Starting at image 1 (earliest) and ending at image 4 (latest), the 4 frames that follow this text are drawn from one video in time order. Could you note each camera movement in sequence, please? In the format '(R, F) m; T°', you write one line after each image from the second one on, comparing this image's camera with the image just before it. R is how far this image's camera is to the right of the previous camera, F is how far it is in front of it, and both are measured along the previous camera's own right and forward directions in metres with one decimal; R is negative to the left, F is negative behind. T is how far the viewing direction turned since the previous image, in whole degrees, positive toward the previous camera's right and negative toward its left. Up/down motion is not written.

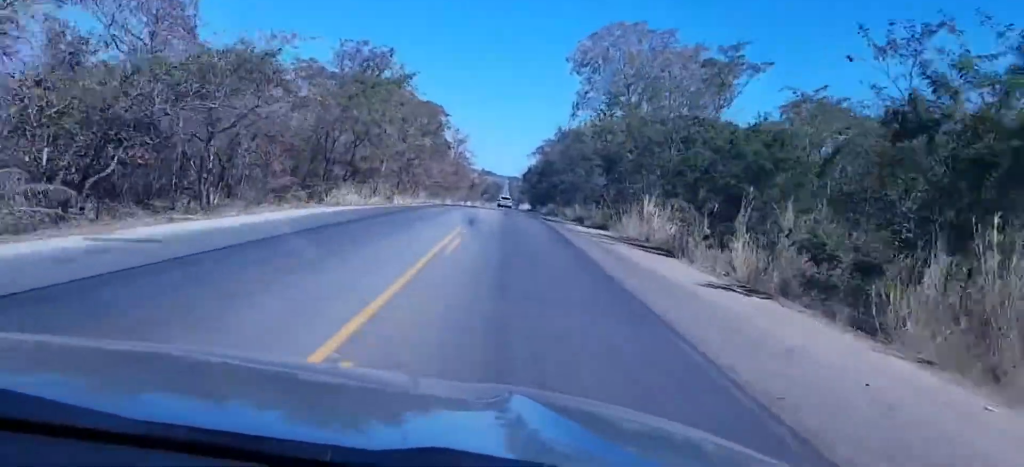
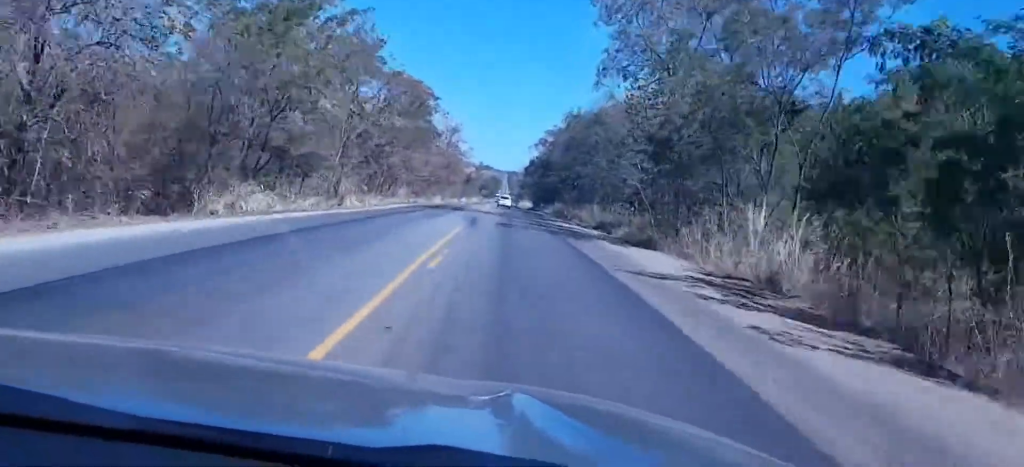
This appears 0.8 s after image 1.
(+0.2, +21.2) m; 0°
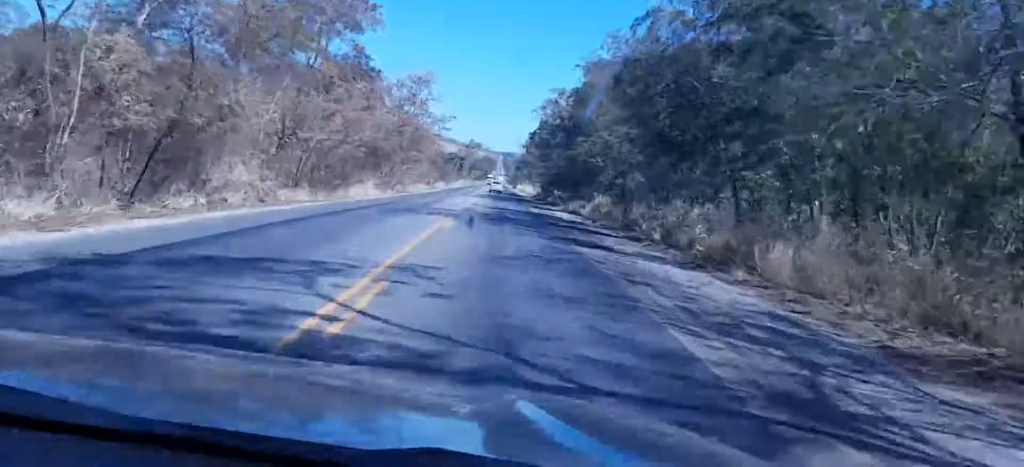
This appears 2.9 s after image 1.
(-1.9, +56.3) m; -3°
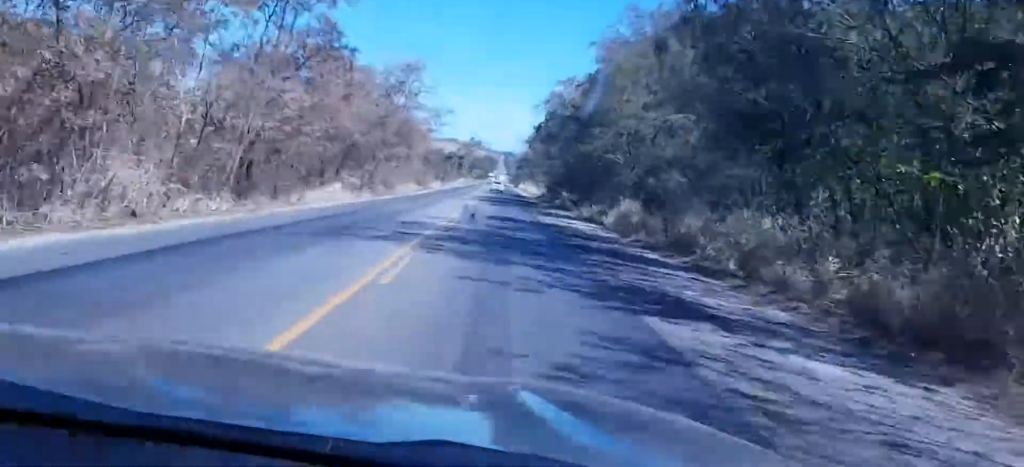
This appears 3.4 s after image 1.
(-0.3, +11.6) m; 0°
